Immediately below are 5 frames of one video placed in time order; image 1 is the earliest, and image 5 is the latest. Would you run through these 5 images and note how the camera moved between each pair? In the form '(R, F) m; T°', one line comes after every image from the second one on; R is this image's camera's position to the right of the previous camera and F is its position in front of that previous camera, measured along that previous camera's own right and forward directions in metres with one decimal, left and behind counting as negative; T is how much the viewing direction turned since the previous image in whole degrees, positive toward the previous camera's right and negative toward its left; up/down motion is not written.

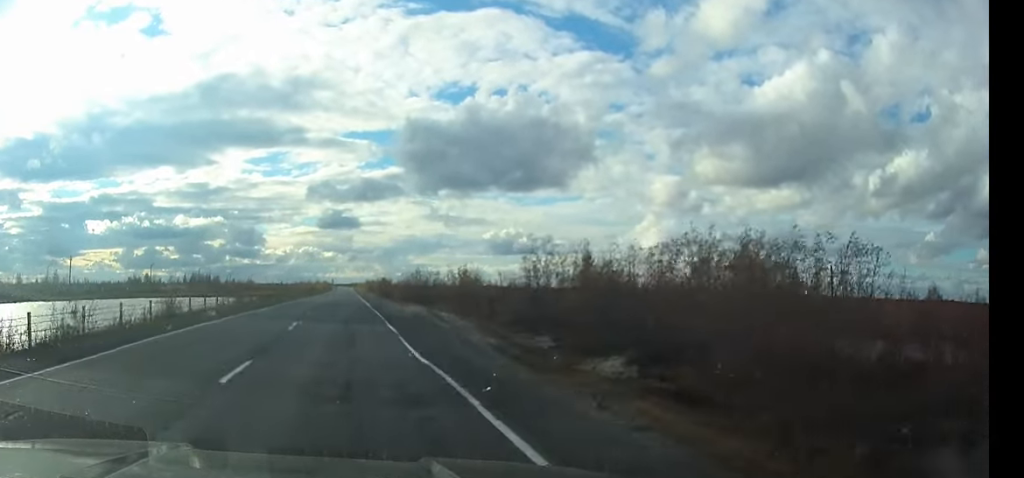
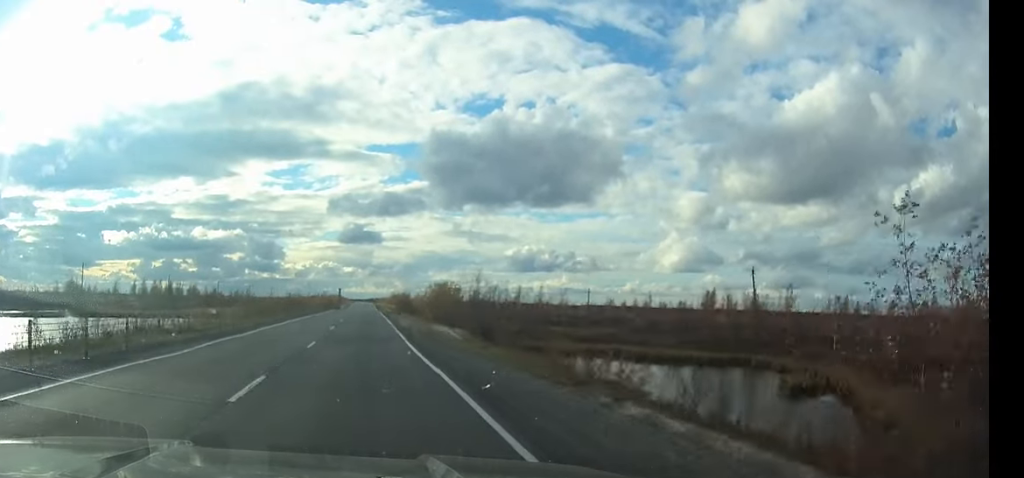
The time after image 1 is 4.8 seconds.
(-0.9, +98.7) m; 0°
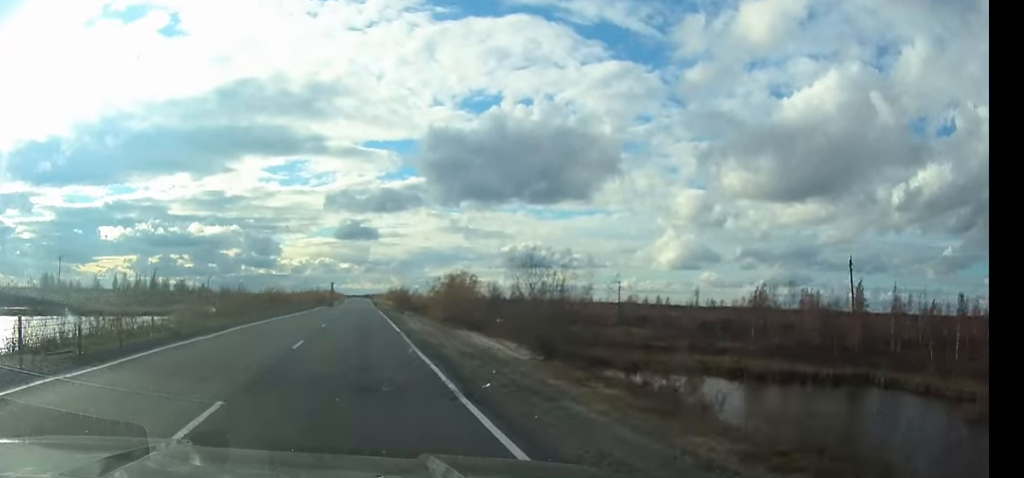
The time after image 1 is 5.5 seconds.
(0.0, +14.8) m; 0°
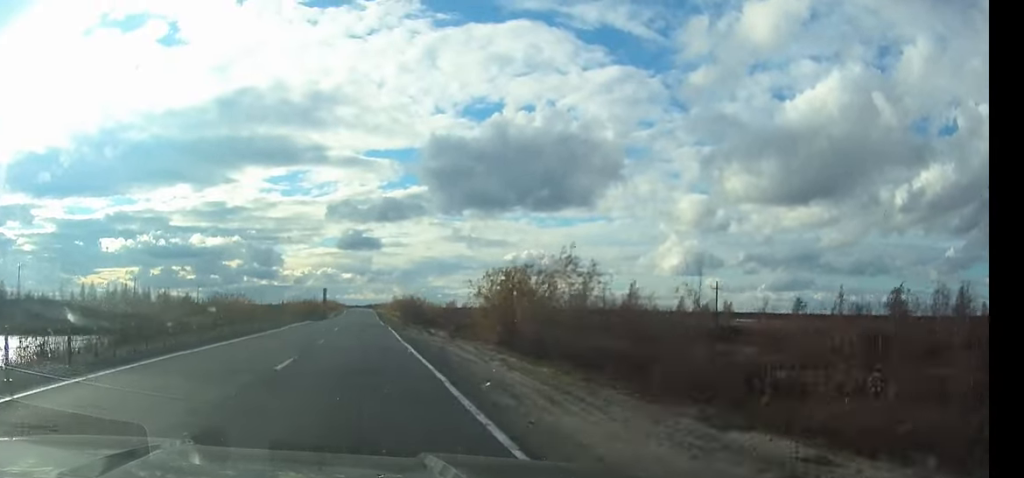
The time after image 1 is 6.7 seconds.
(-0.1, +27.7) m; 0°
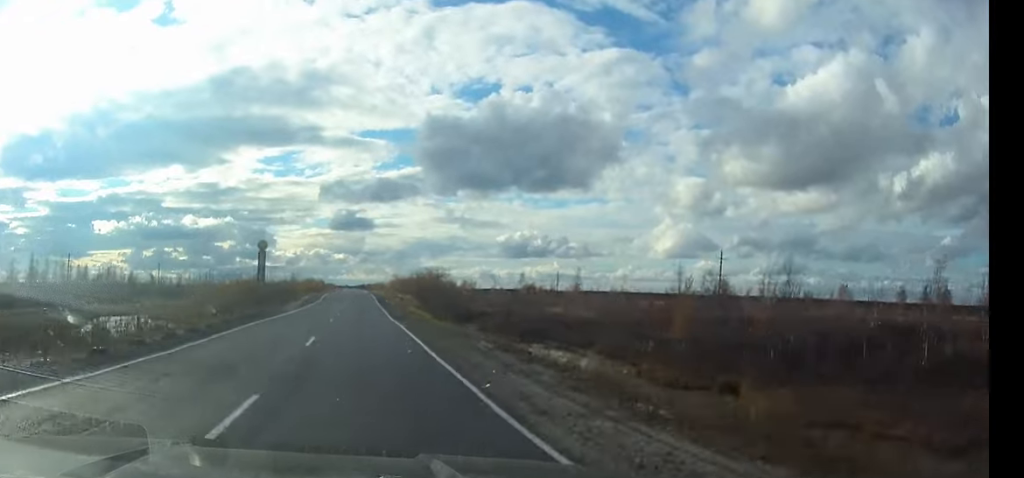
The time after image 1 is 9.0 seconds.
(+0.3, +54.0) m; +1°
